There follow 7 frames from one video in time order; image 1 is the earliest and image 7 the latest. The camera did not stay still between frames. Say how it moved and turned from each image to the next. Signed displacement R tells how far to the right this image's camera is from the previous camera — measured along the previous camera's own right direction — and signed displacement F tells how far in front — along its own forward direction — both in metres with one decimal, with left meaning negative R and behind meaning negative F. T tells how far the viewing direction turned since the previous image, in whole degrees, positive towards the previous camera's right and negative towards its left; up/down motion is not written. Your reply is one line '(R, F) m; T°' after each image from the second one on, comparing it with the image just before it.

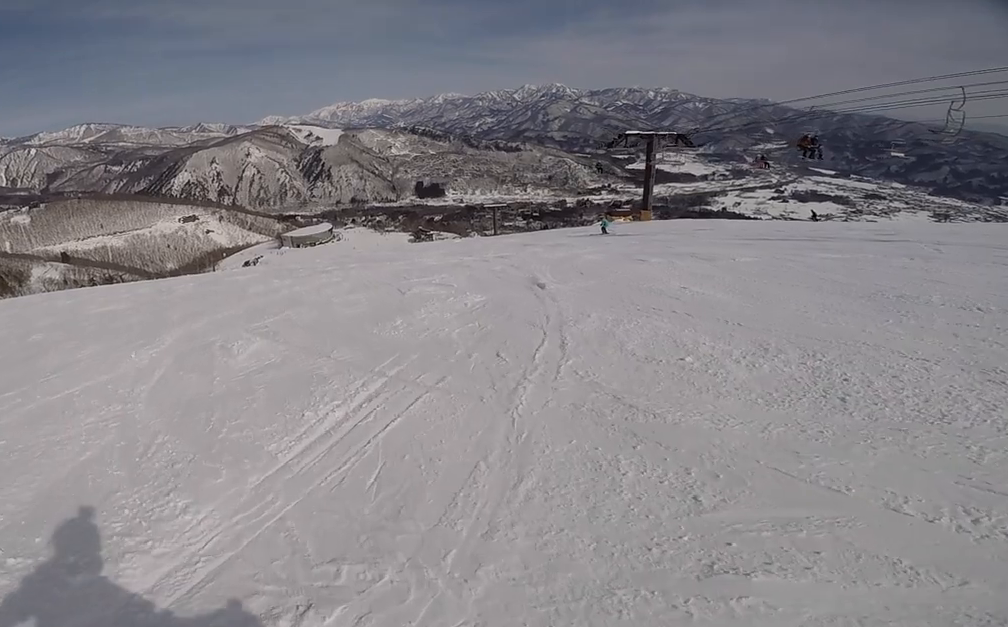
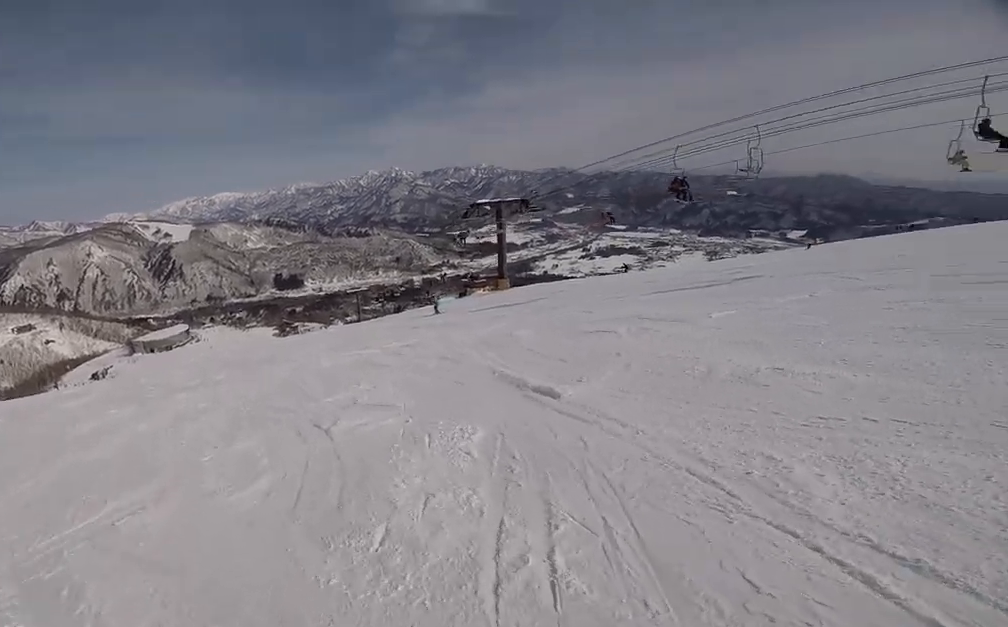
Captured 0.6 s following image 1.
(+0.1, +3.5) m; +10°
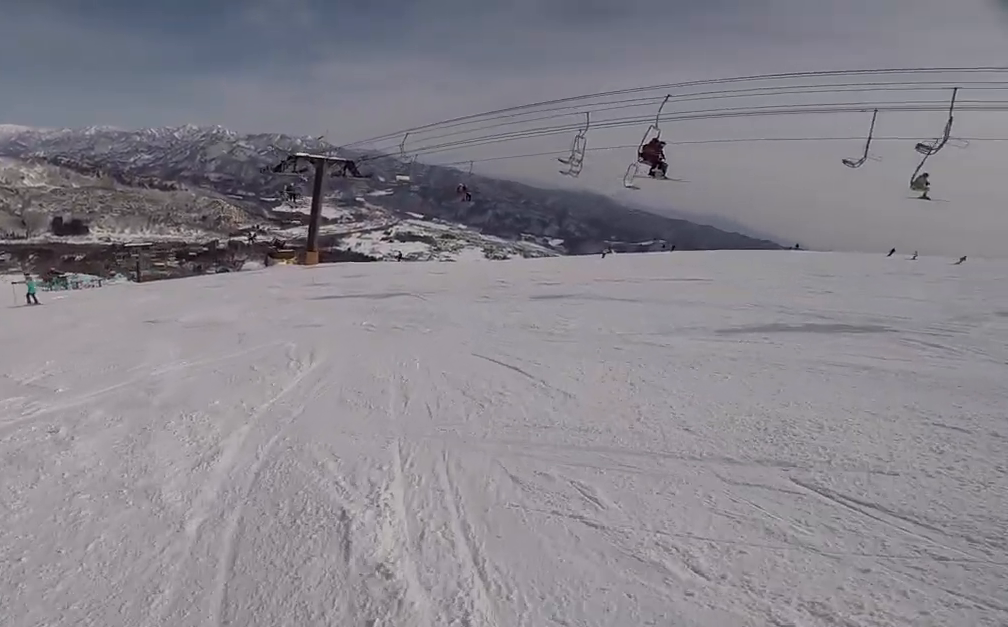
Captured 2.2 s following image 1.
(+2.2, +8.9) m; +18°
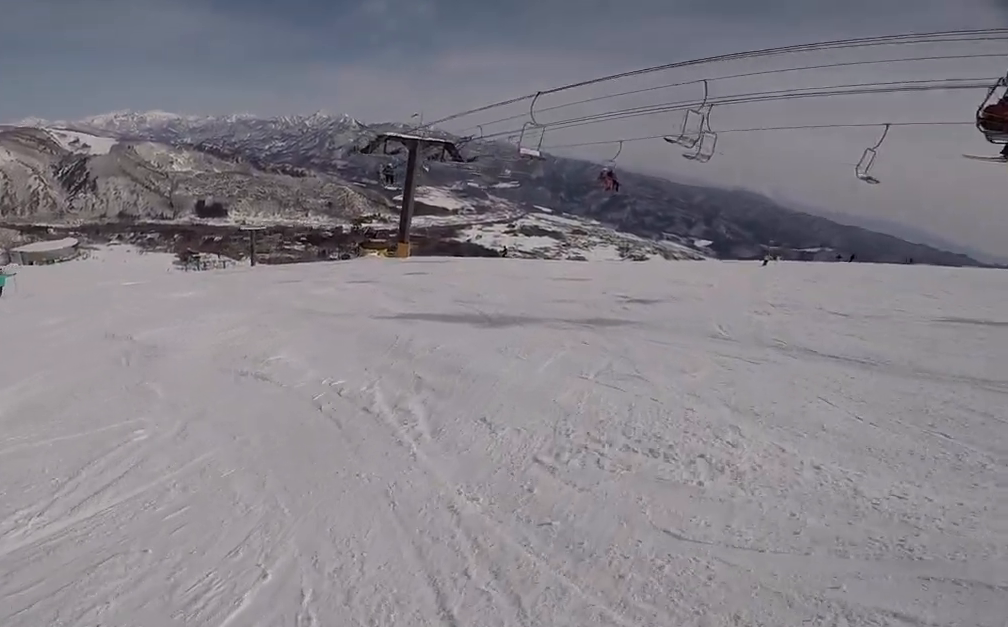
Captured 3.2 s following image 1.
(-0.2, +5.3) m; -12°
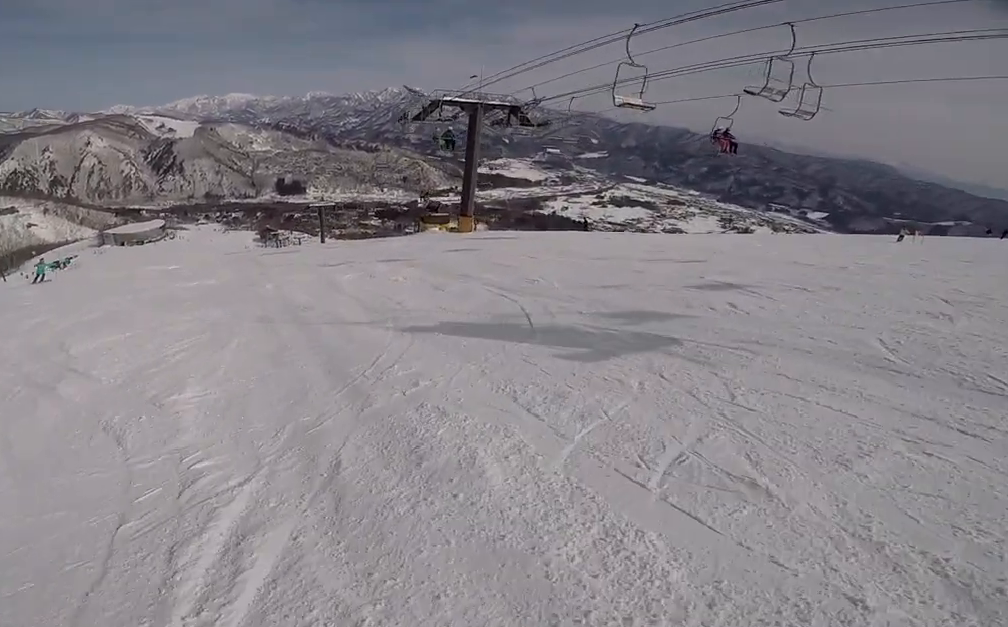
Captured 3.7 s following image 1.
(-0.3, +3.2) m; -12°
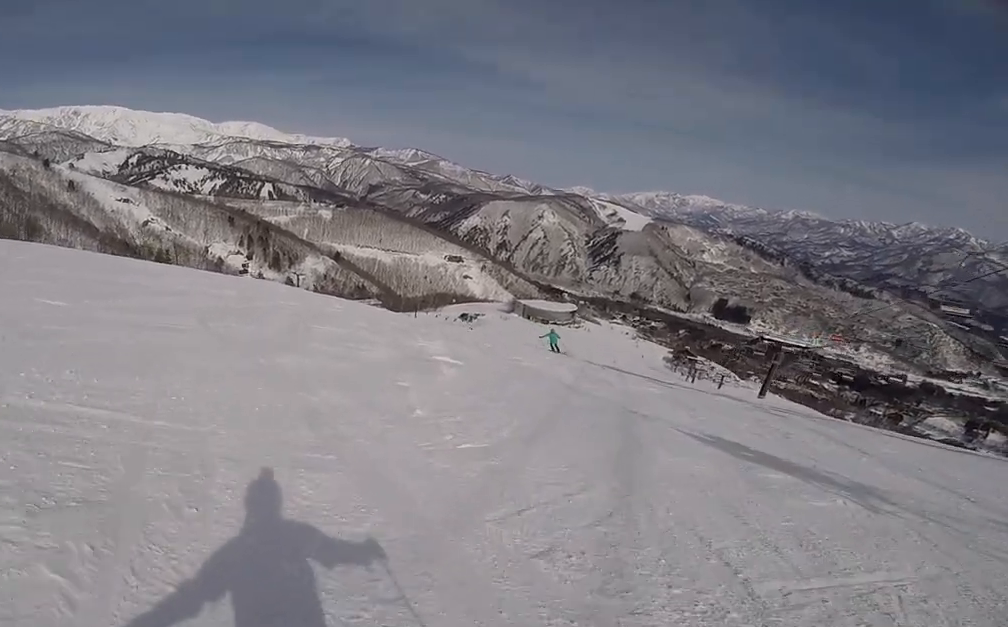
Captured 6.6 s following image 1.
(-9.5, +11.1) m; -69°
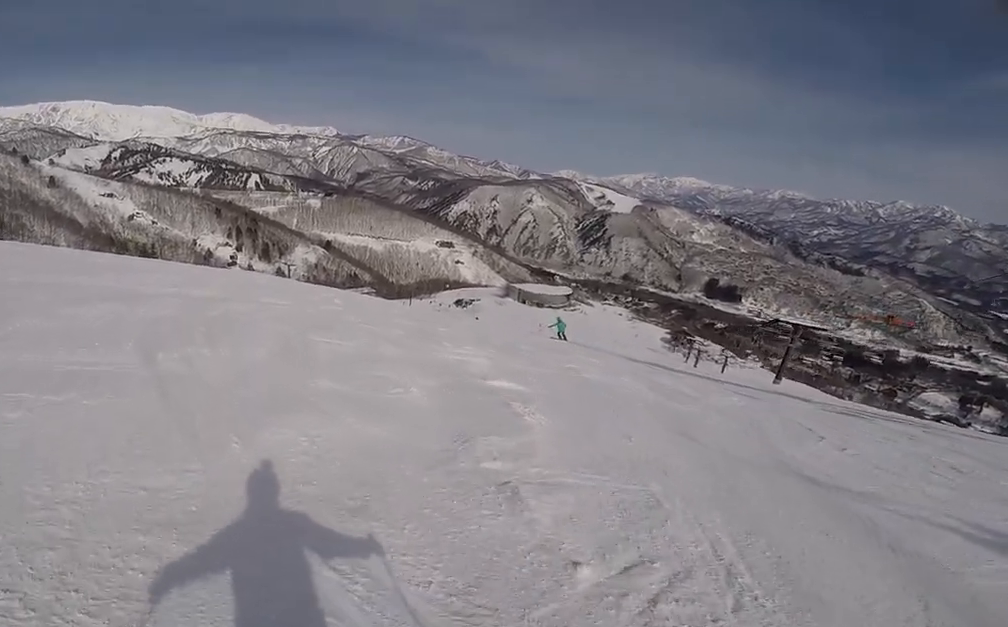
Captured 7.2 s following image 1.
(-0.1, +3.4) m; -6°
